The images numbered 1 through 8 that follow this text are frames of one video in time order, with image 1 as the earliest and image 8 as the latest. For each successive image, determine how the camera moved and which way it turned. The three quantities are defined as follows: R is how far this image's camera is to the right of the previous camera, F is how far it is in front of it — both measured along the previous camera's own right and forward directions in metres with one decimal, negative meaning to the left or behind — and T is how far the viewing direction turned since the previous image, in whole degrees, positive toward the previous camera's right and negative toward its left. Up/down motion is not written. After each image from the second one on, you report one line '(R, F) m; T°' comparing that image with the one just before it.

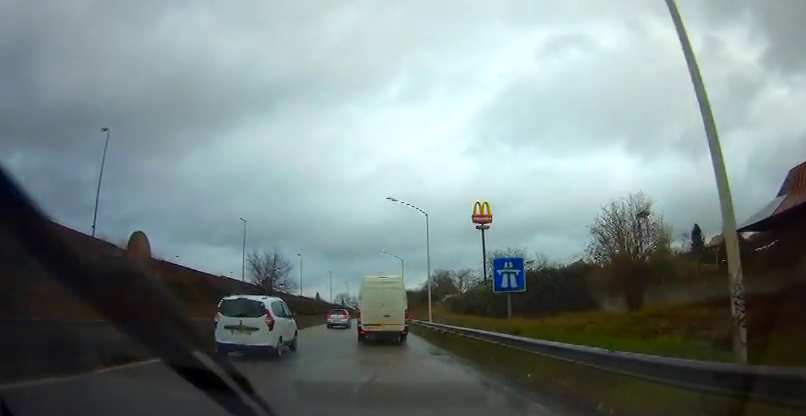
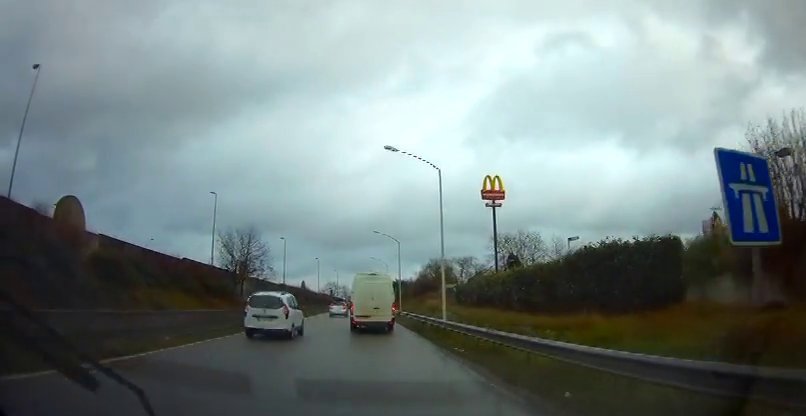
(+0.5, +9.8) m; +3°
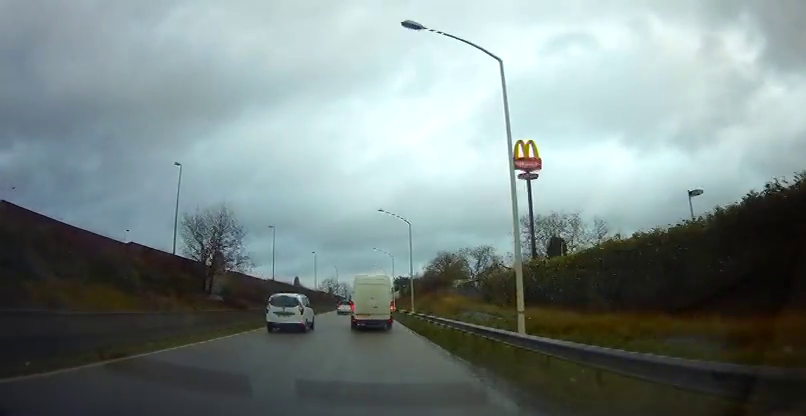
(-0.2, +11.0) m; -1°
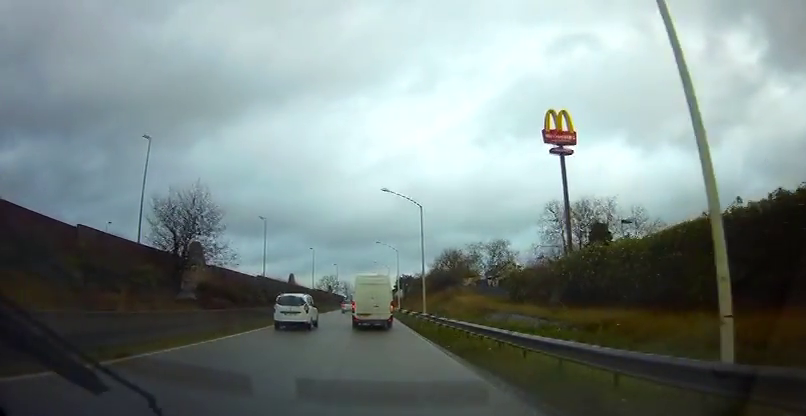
(-0.2, +7.3) m; 0°
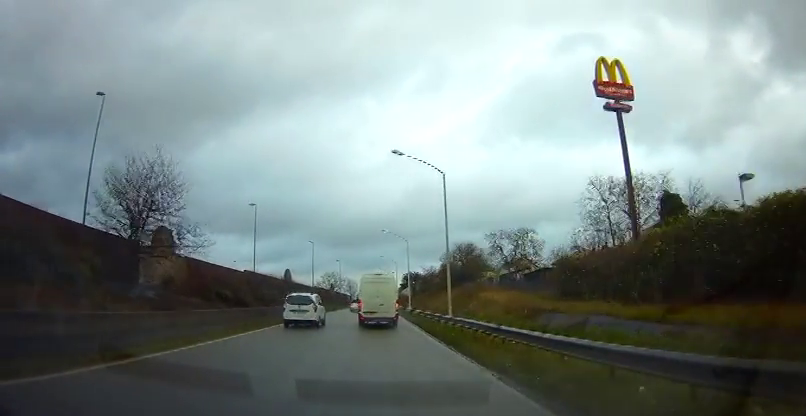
(+0.2, +8.7) m; +1°
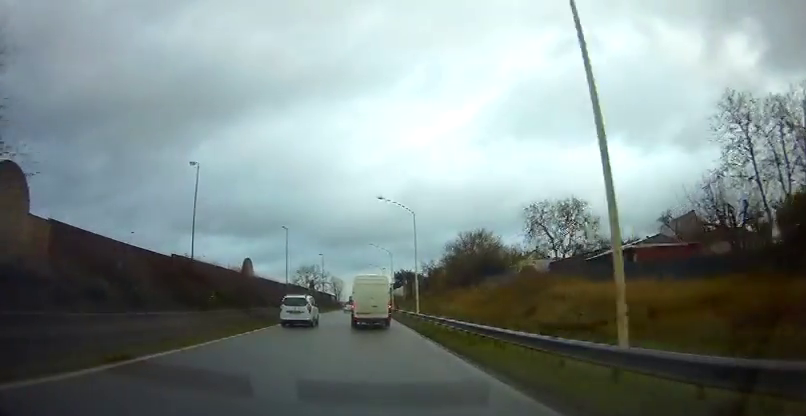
(0.0, +18.2) m; -1°
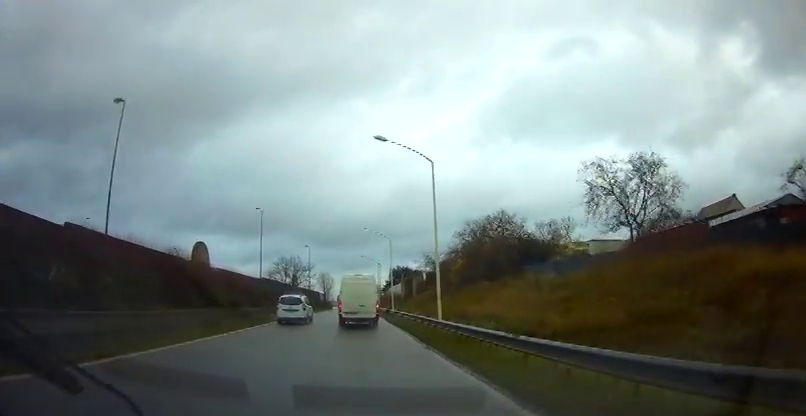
(-0.1, +14.5) m; +1°
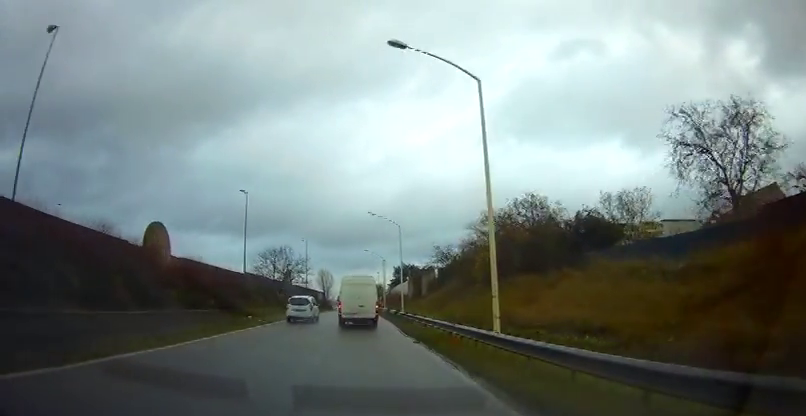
(+0.3, +10.5) m; 0°
